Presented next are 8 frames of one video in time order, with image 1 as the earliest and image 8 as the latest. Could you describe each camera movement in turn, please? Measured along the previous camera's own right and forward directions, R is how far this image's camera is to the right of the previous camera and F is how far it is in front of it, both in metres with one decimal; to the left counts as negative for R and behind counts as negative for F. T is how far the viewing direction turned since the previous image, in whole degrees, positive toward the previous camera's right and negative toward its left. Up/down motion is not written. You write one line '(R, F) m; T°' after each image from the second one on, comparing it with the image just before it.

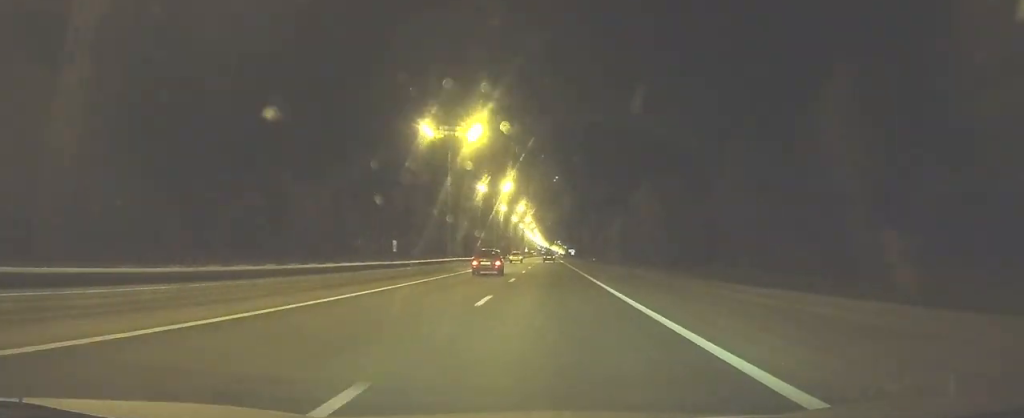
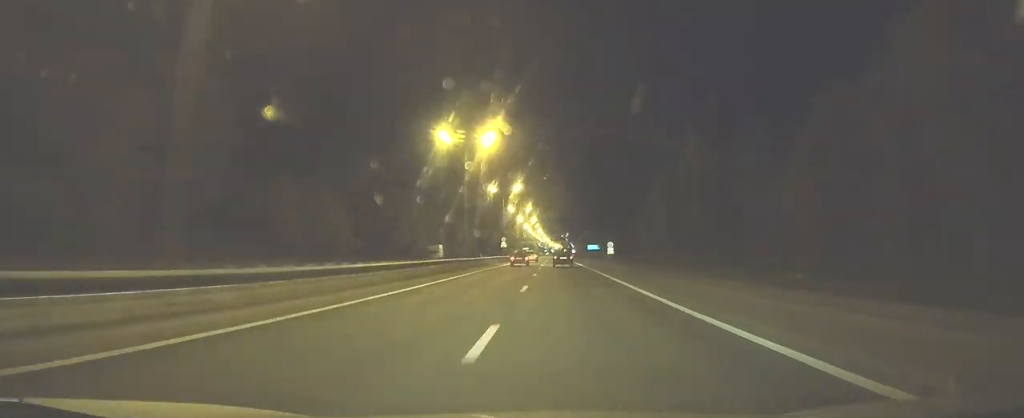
(+0.1, +126.6) m; 0°
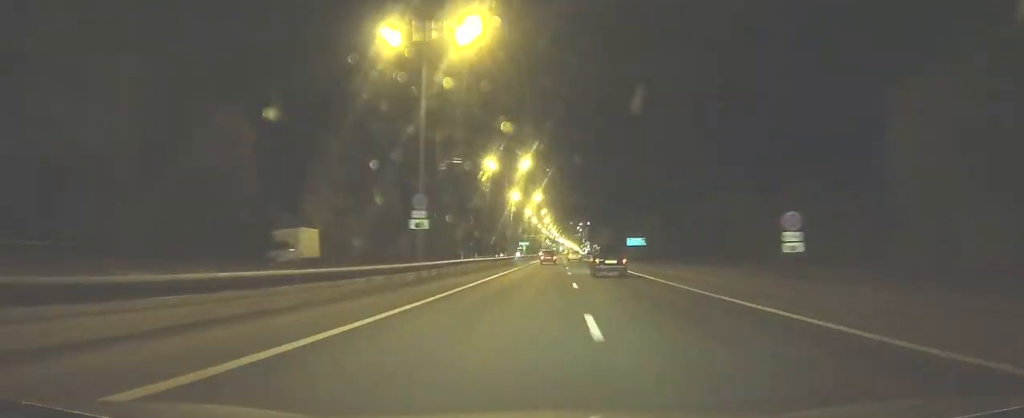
(-0.6, +69.3) m; 0°
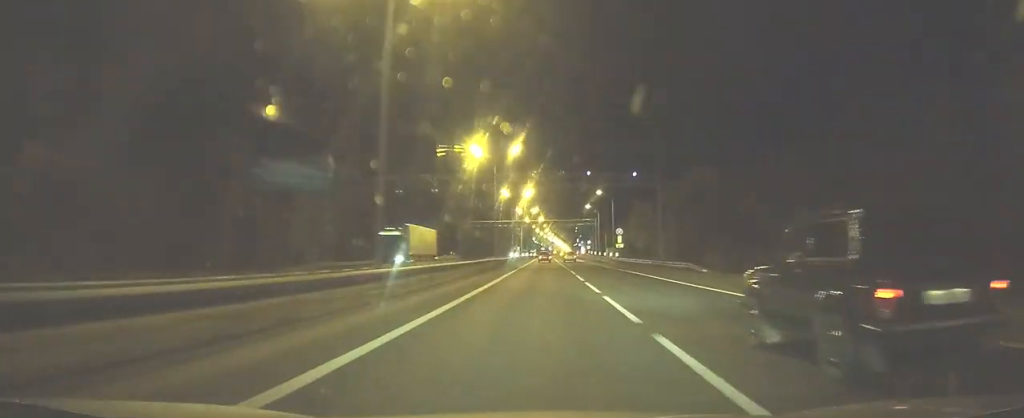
(+0.2, +95.4) m; 0°
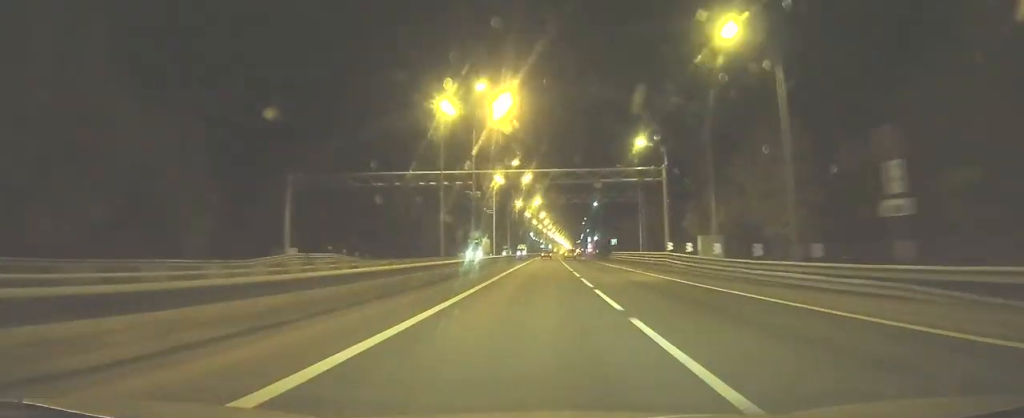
(+0.2, +61.4) m; +1°
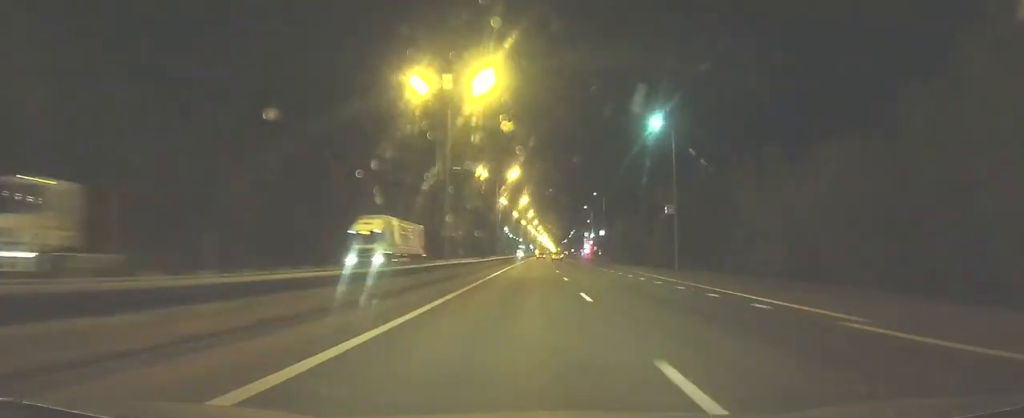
(+1.2, +95.0) m; +2°
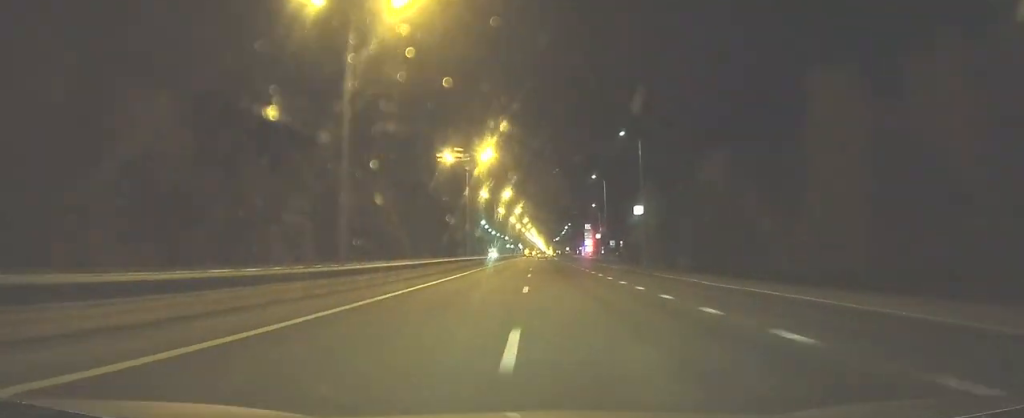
(+0.9, +57.8) m; +1°
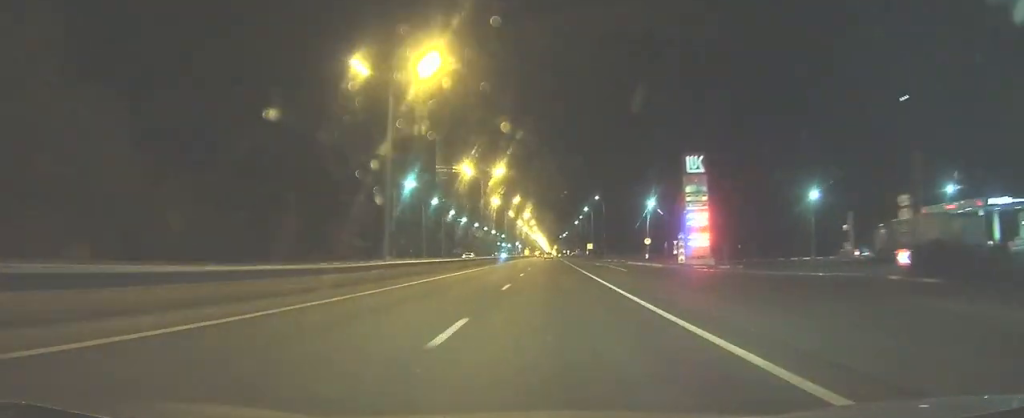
(+0.3, +119.0) m; 0°
